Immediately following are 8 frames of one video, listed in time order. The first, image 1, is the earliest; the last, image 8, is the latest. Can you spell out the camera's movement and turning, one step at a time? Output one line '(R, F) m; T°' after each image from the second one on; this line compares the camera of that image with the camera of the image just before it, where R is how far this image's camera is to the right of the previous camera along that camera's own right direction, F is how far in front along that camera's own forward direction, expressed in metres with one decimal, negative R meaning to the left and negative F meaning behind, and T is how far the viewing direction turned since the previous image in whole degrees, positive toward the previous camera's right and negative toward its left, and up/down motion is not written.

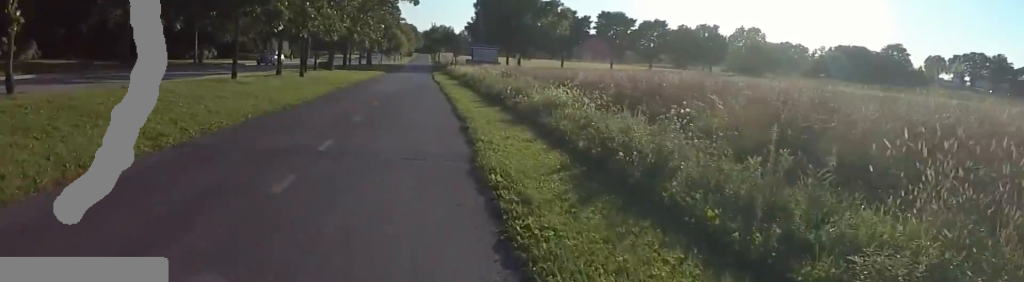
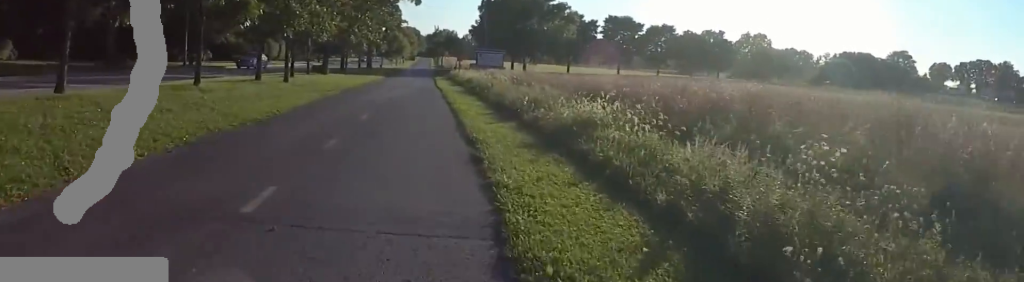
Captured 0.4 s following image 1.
(+0.5, +3.0) m; -4°
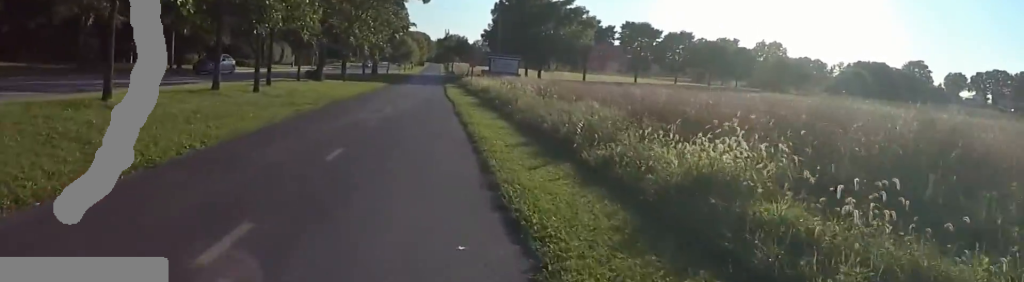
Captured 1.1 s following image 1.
(-1.2, +4.7) m; 0°
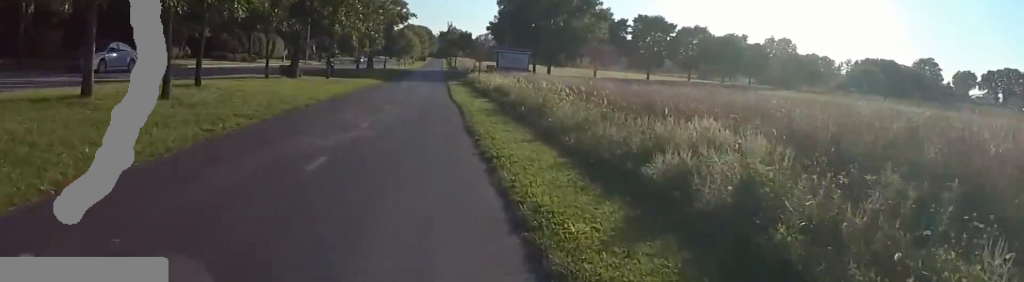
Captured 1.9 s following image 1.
(+0.3, +6.0) m; 0°
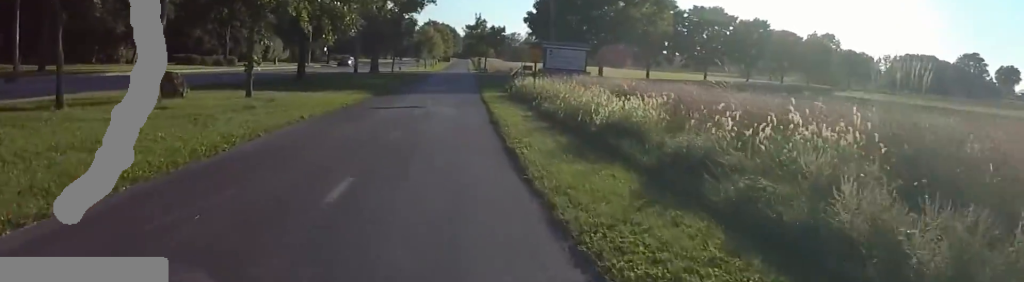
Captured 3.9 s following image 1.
(0.0, +15.0) m; +7°
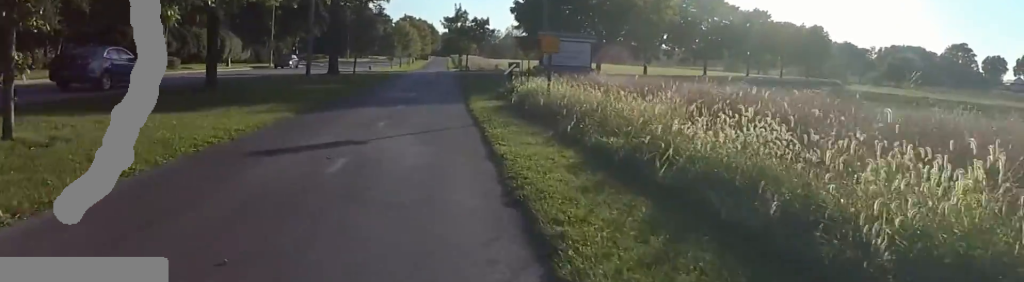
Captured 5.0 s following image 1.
(+1.0, +8.2) m; +2°
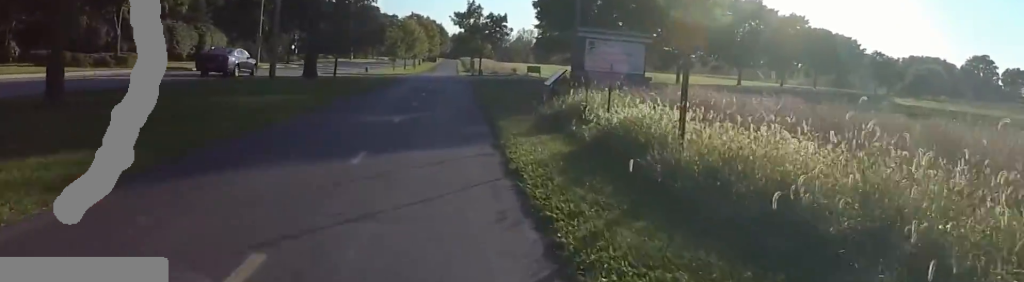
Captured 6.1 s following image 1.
(-0.9, +8.7) m; -8°
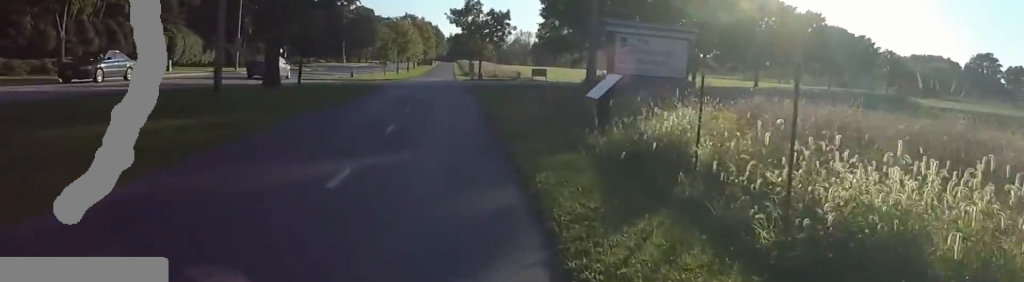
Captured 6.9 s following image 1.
(-0.1, +5.7) m; -2°
